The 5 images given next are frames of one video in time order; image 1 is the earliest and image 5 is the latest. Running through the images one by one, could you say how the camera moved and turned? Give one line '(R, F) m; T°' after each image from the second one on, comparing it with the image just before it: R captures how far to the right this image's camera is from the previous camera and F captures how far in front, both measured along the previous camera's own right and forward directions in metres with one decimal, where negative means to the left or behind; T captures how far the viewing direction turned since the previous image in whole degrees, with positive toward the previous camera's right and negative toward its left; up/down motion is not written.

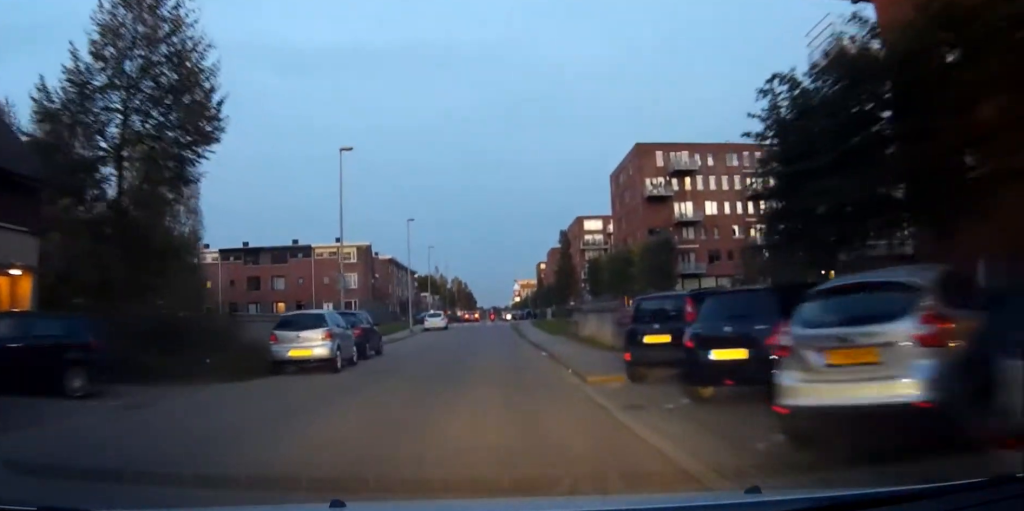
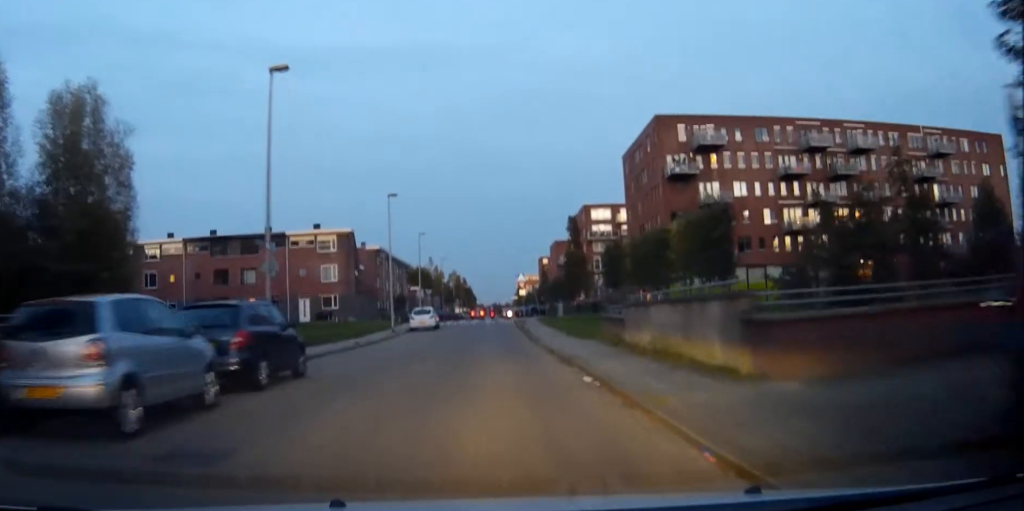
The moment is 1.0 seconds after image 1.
(+0.3, +10.0) m; +1°
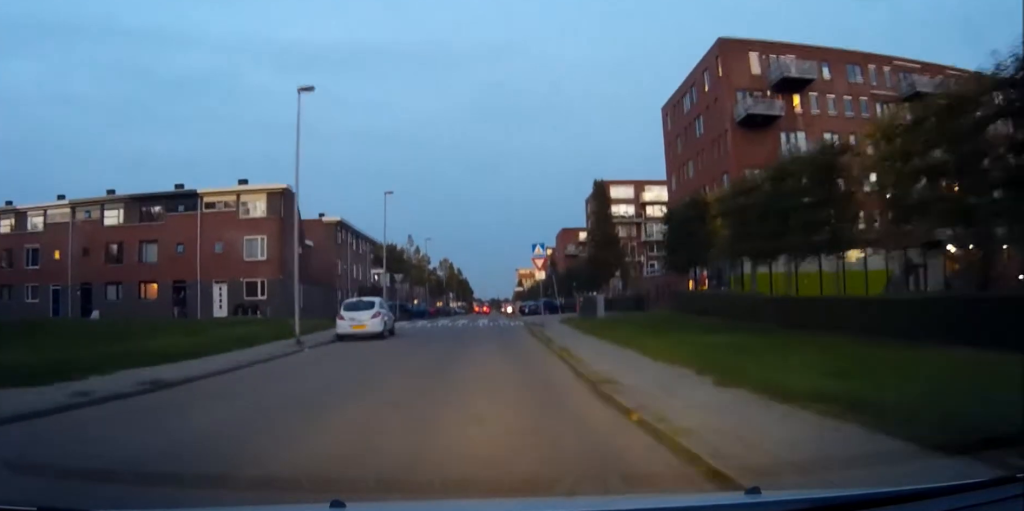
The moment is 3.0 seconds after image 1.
(+0.6, +21.4) m; +2°
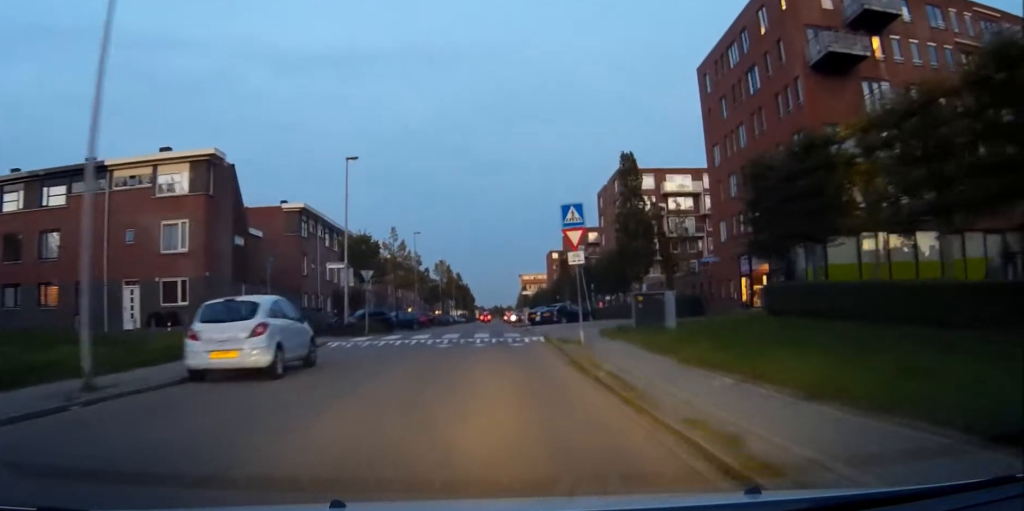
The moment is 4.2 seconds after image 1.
(-0.4, +13.6) m; -3°
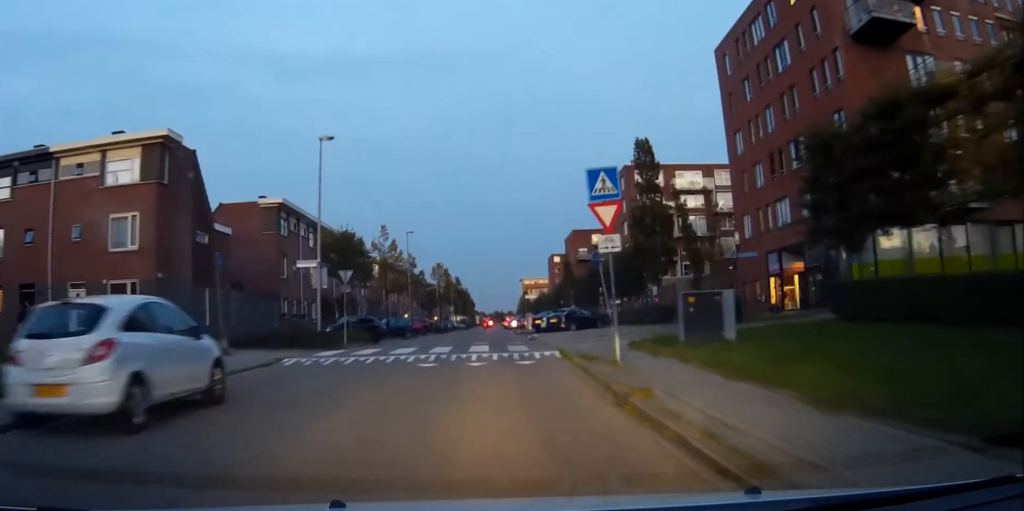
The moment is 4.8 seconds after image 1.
(-0.1, +5.8) m; -1°
